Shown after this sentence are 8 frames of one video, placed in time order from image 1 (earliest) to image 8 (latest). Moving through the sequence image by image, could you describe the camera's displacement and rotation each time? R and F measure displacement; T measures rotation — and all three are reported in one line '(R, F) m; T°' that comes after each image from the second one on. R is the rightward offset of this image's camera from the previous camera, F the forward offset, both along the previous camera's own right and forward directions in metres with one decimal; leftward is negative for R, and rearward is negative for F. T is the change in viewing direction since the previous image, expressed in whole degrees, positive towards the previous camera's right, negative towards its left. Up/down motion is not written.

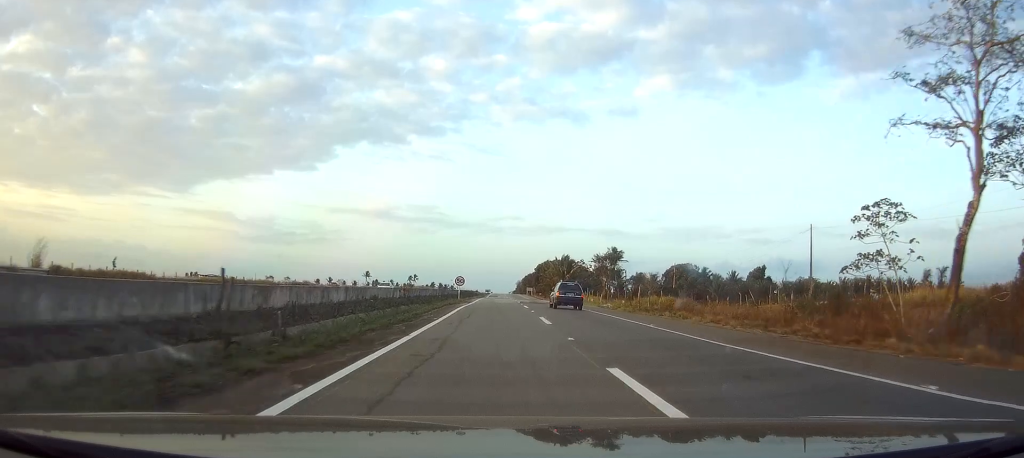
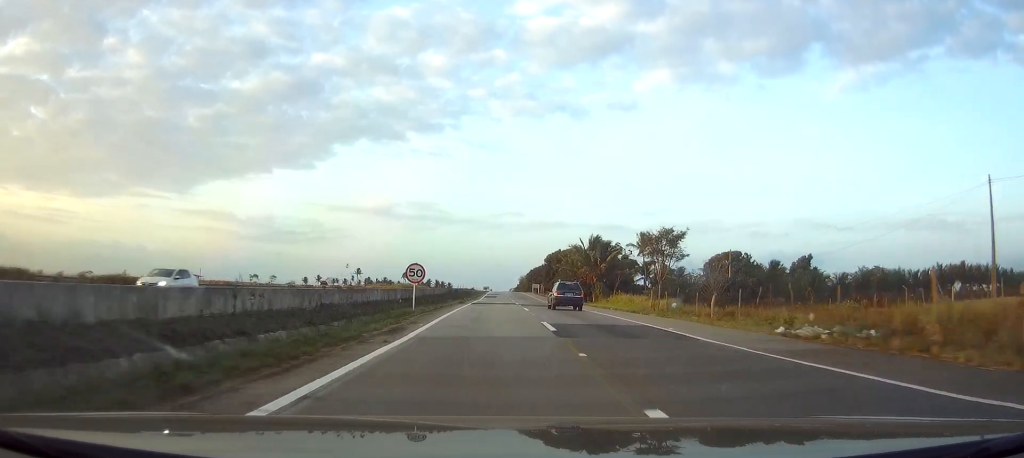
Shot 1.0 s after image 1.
(0.0, +36.1) m; 0°
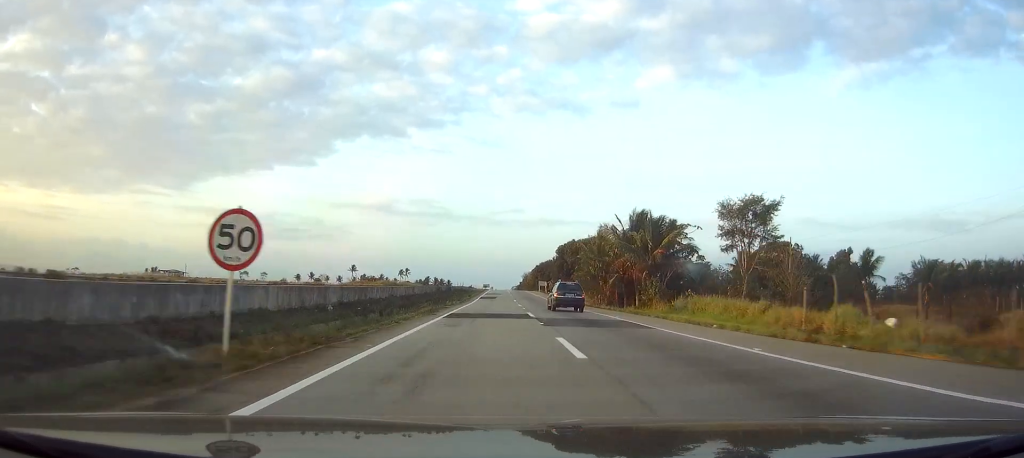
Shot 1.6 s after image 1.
(0.0, +23.7) m; 0°
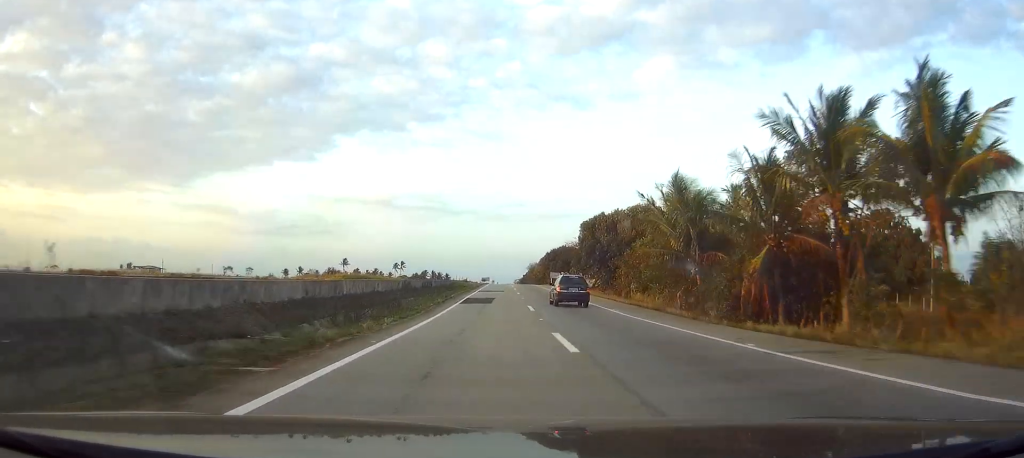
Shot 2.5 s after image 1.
(0.0, +32.4) m; 0°
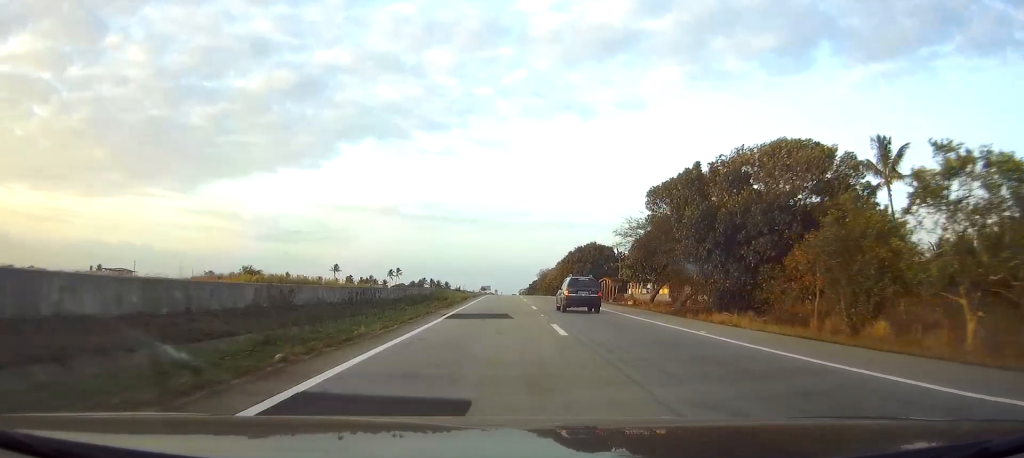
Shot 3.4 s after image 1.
(-0.2, +36.1) m; 0°
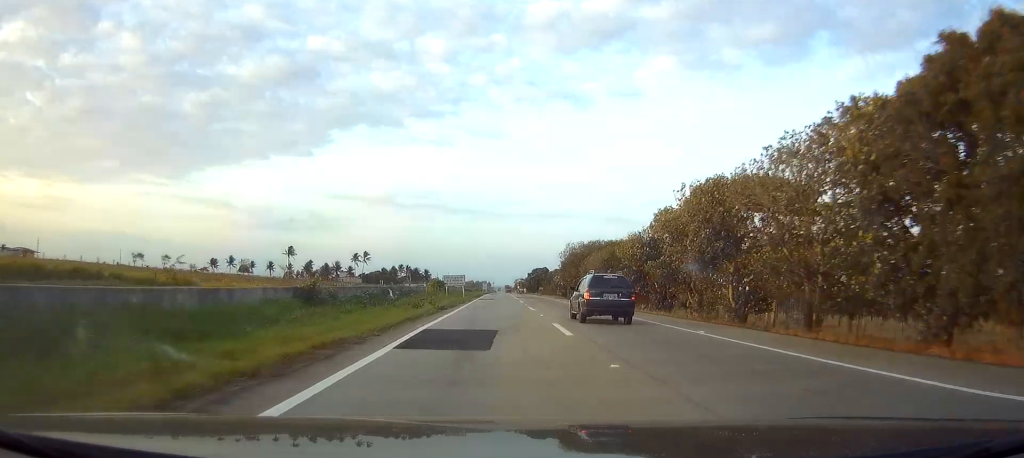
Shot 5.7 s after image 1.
(-0.3, +82.2) m; 0°
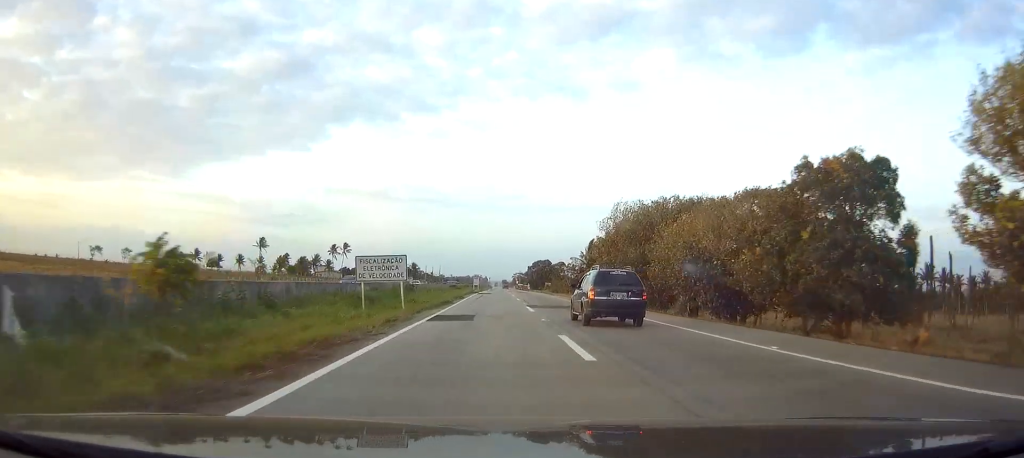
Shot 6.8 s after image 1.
(+0.2, +38.9) m; 0°
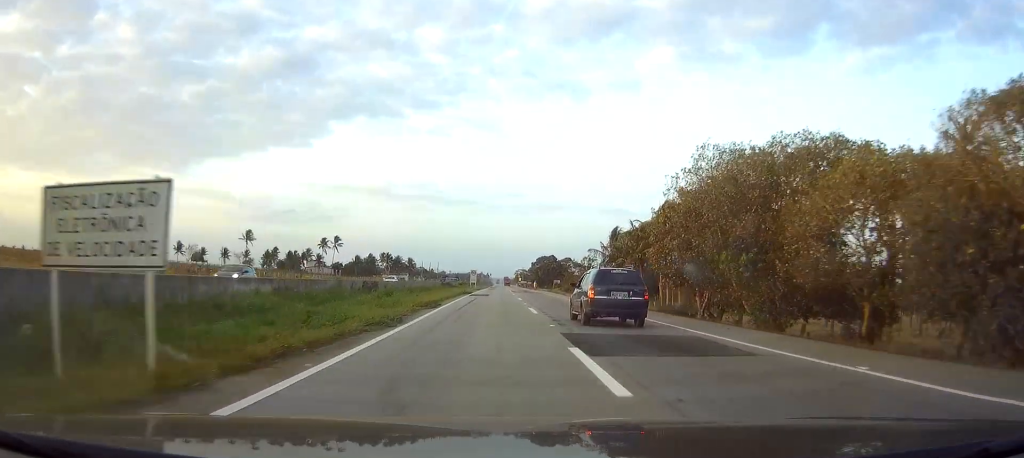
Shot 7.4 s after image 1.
(-0.1, +20.5) m; 0°
